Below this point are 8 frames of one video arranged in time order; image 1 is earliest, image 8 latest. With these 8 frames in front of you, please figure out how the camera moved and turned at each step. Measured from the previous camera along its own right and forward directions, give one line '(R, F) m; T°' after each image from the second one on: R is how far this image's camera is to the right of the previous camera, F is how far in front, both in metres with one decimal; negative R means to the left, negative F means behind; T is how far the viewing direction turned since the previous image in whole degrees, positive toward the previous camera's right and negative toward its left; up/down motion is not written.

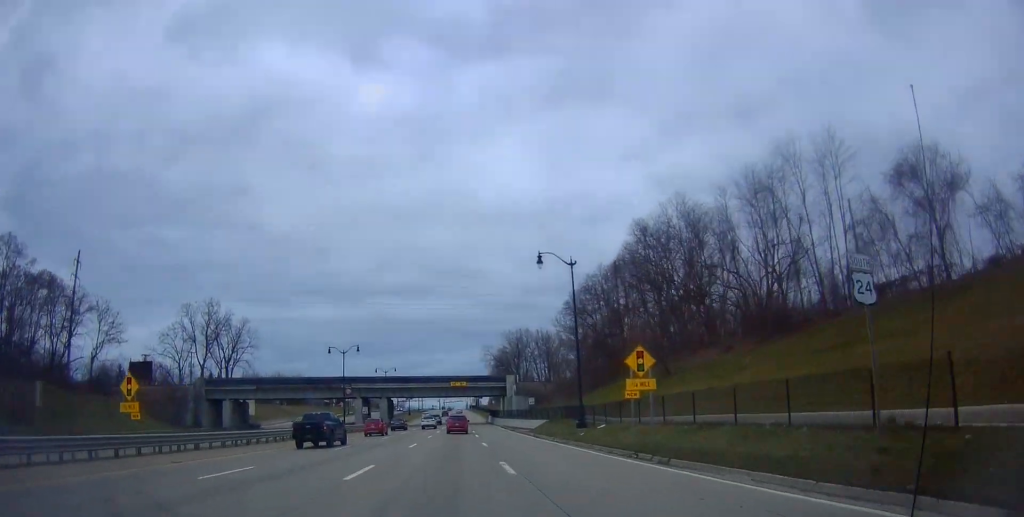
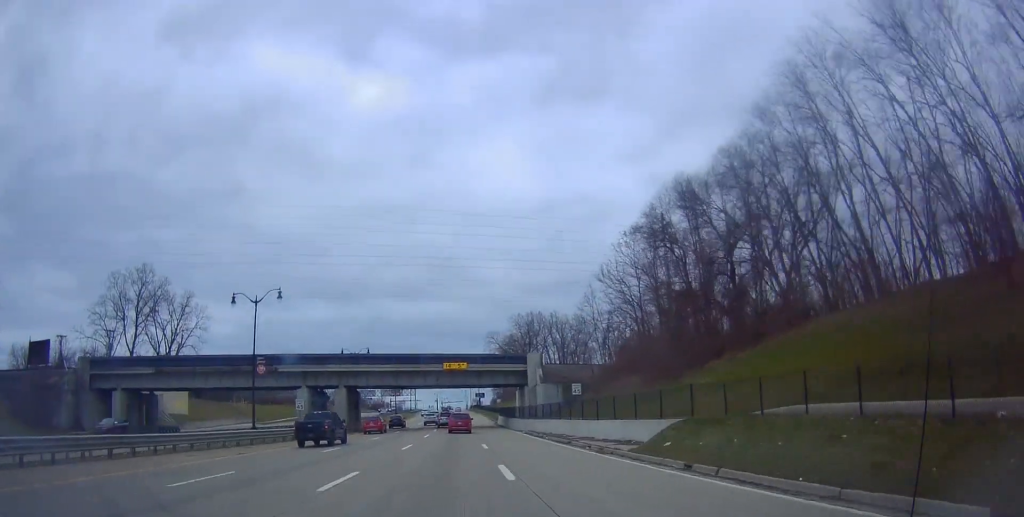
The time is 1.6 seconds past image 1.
(-1.3, +32.3) m; -2°
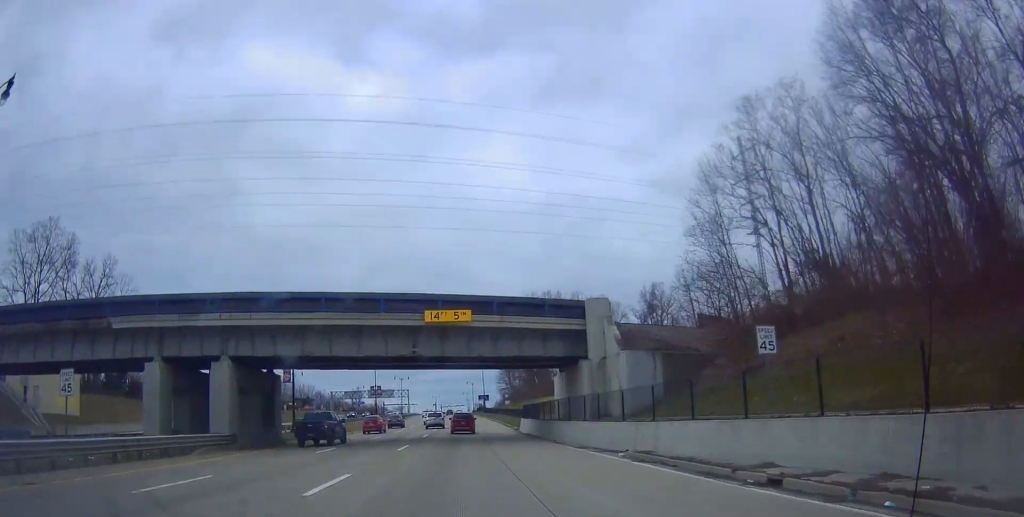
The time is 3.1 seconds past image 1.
(+0.1, +31.3) m; 0°
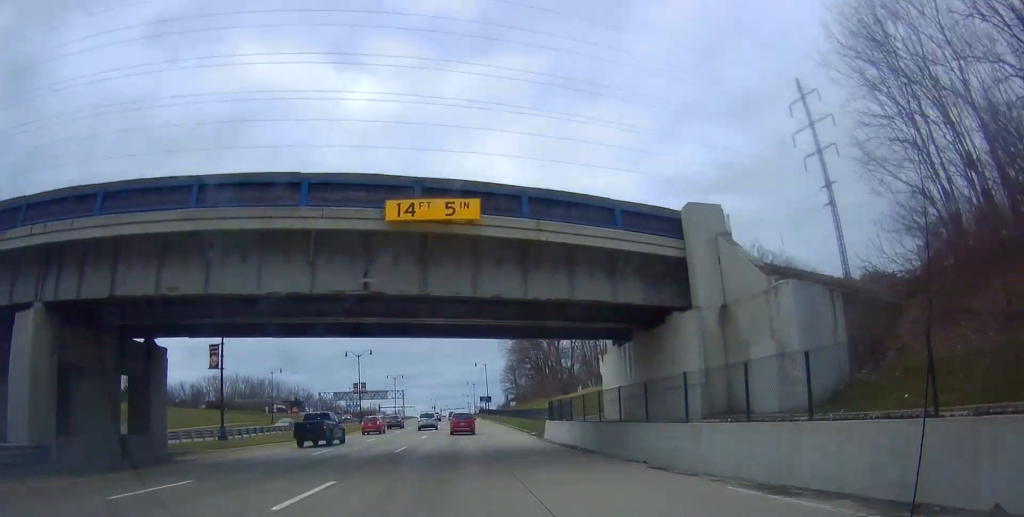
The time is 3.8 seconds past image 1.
(+0.1, +16.1) m; +1°
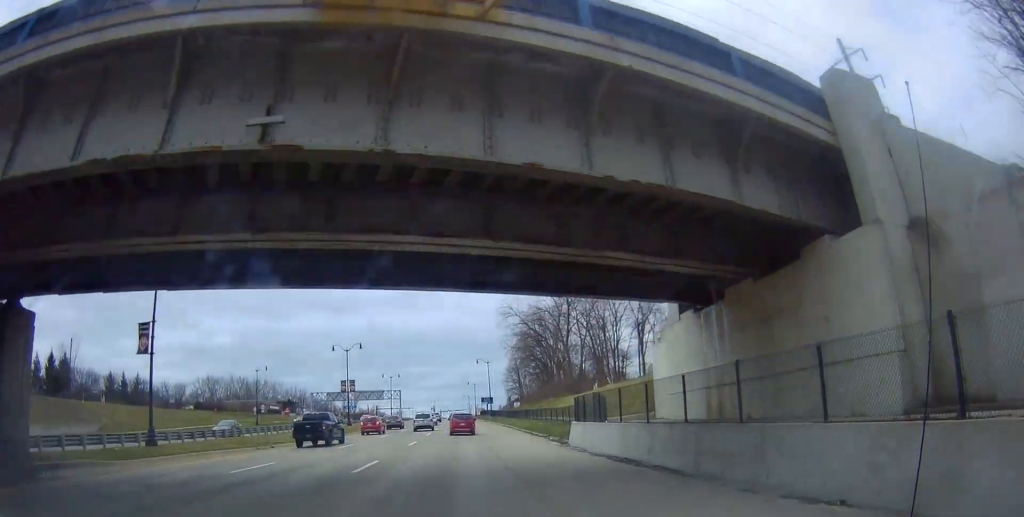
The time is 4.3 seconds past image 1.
(+0.2, +9.1) m; +1°
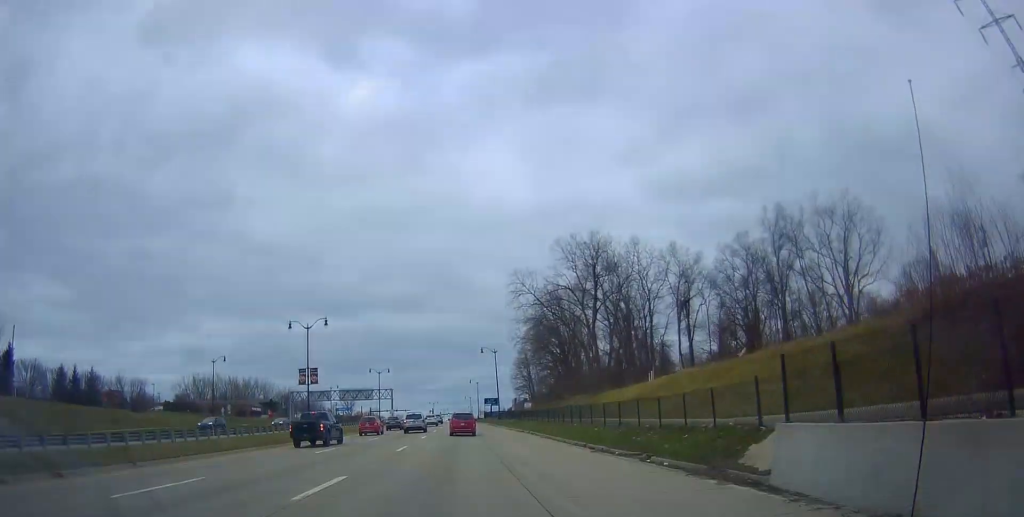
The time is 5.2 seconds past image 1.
(+0.1, +20.3) m; -1°
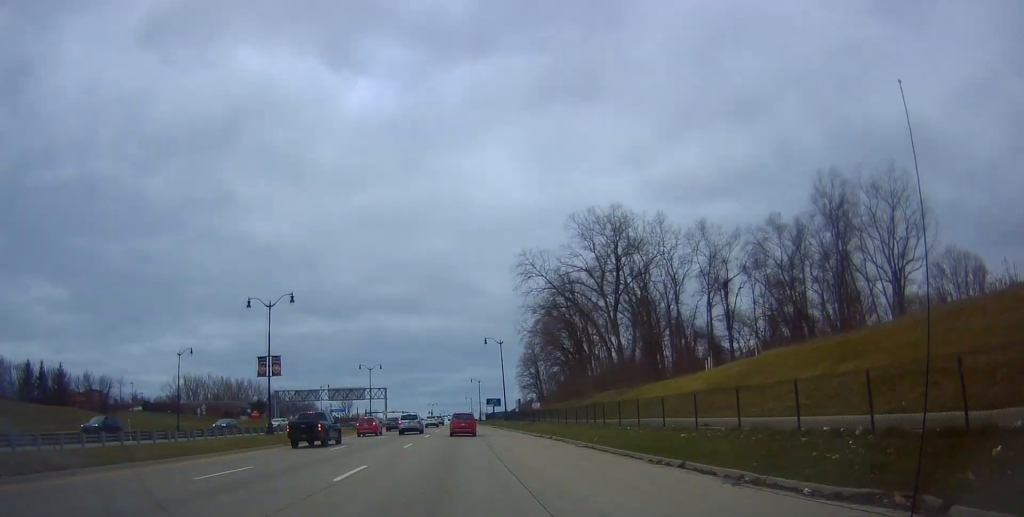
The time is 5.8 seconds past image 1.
(-0.2, +11.9) m; 0°
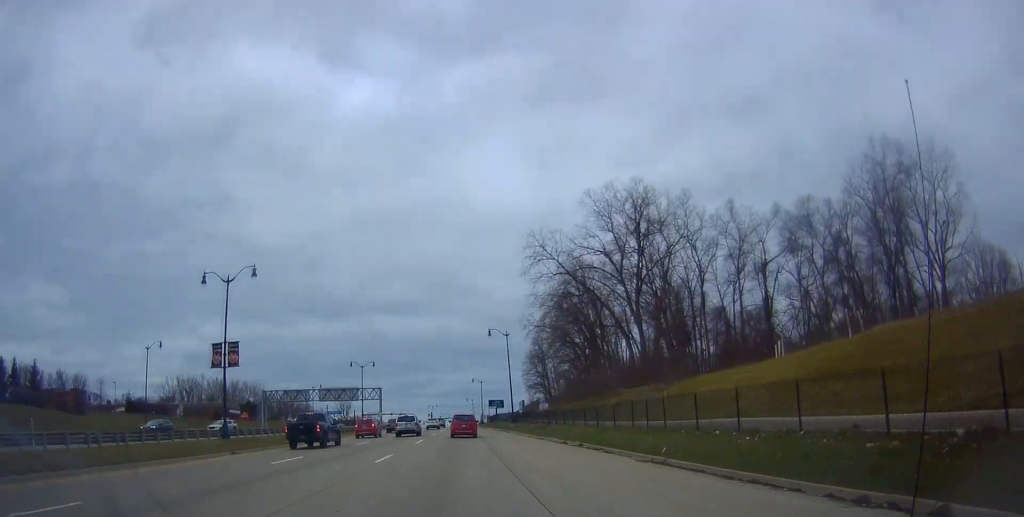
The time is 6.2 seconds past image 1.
(-0.2, +9.1) m; 0°
